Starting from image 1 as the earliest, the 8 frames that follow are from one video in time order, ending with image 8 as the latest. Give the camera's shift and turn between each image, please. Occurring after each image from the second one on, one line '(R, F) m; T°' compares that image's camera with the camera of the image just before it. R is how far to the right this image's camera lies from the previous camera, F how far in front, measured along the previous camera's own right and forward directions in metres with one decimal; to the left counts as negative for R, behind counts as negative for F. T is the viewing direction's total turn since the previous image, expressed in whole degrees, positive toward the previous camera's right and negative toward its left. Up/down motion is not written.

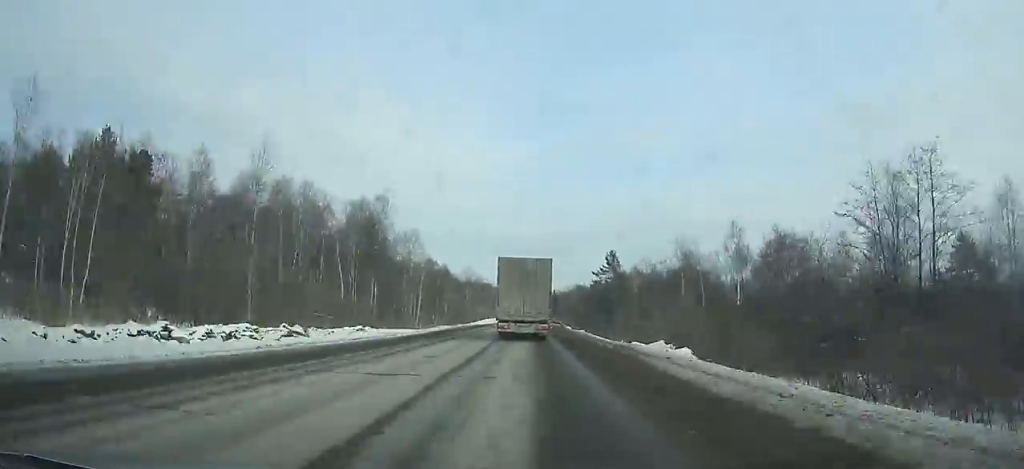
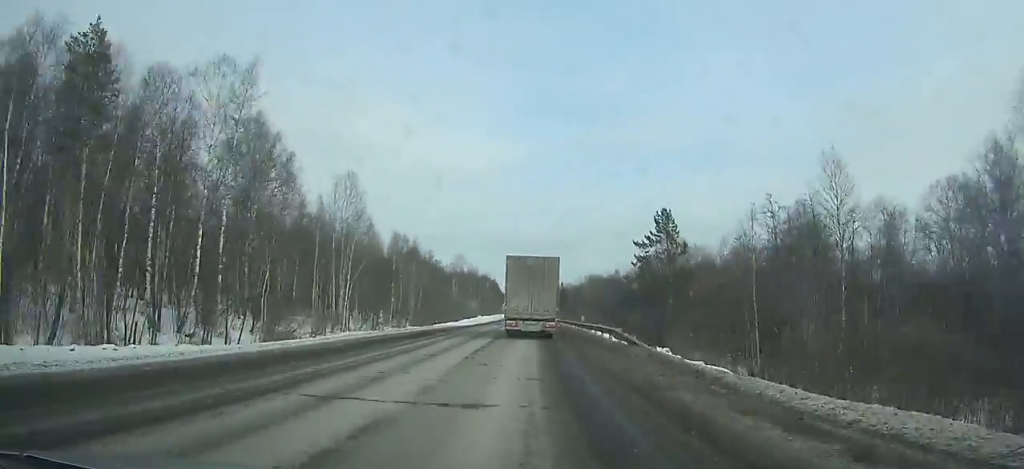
(-0.2, +39.2) m; 0°
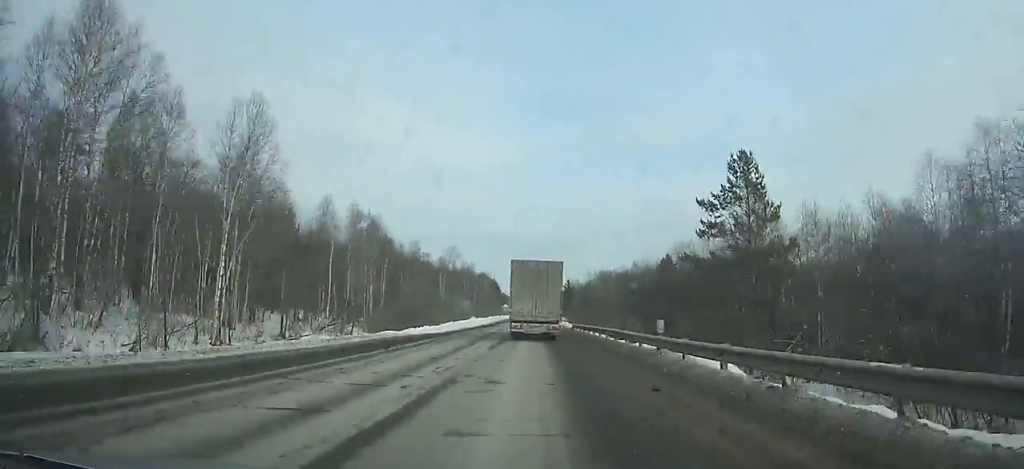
(0.0, +25.0) m; 0°
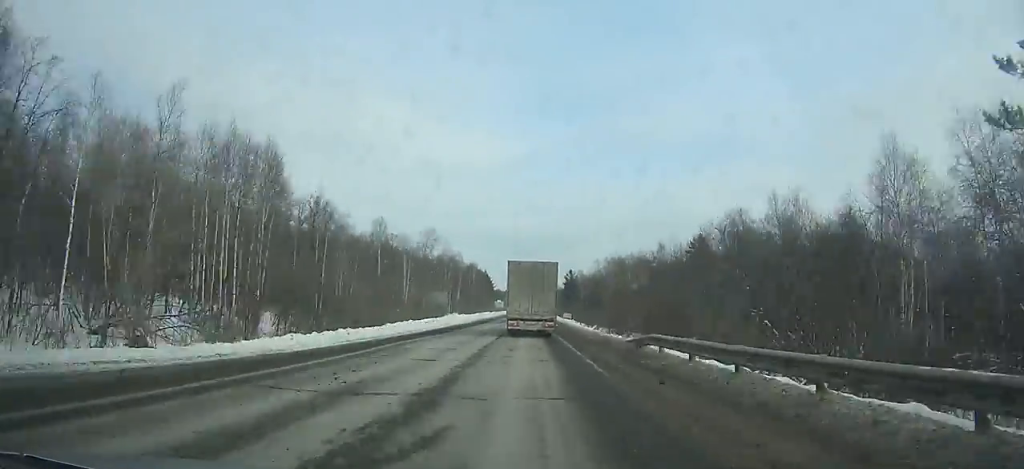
(-0.1, +31.4) m; 0°
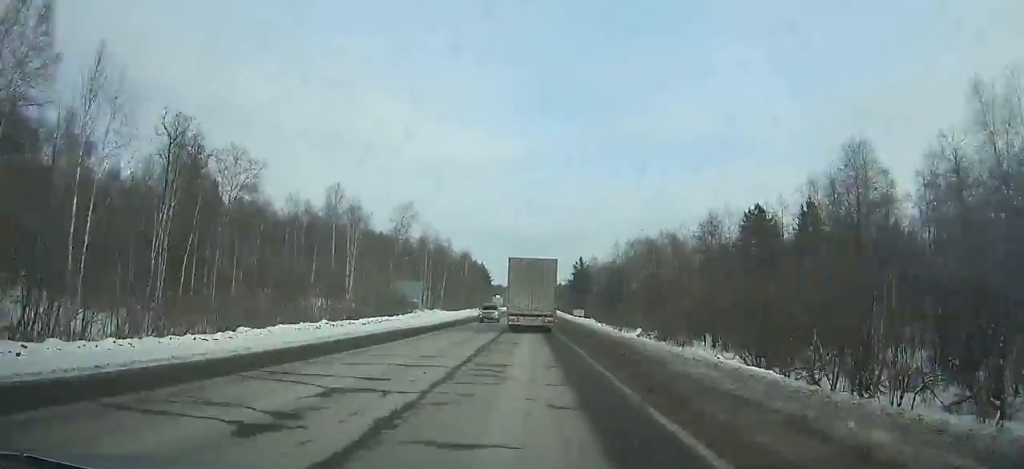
(0.0, +29.5) m; 0°
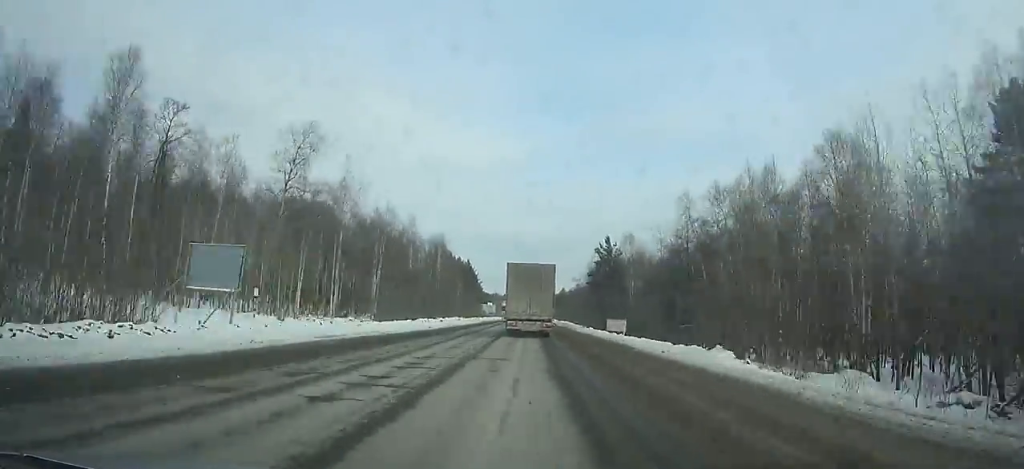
(0.0, +50.8) m; 0°
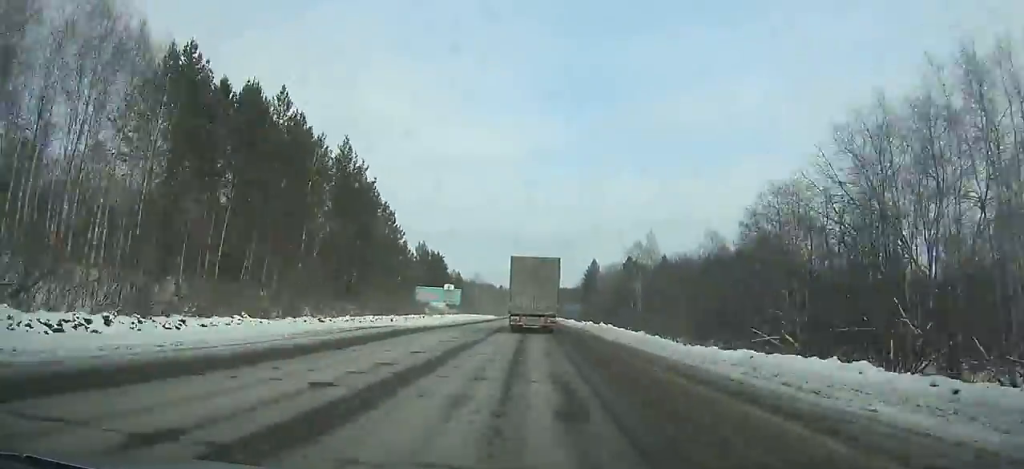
(-0.3, +137.3) m; 0°
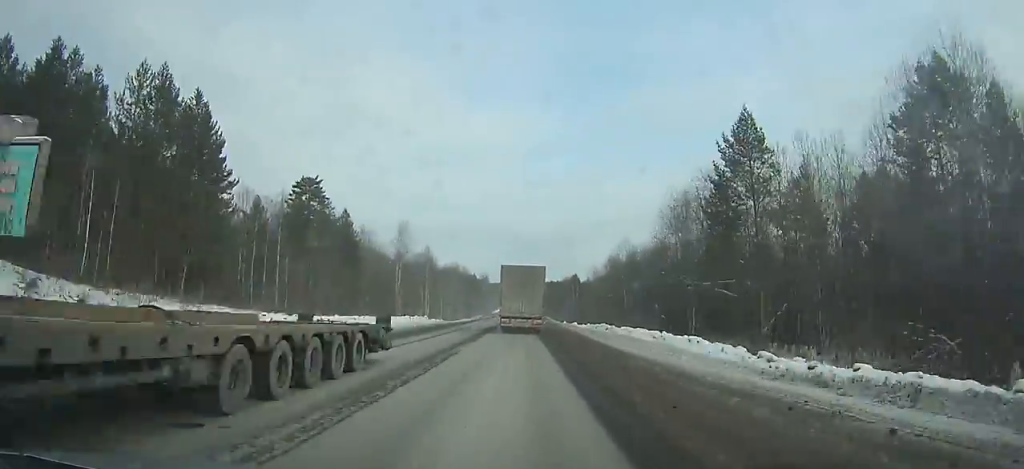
(+0.5, +117.4) m; 0°
